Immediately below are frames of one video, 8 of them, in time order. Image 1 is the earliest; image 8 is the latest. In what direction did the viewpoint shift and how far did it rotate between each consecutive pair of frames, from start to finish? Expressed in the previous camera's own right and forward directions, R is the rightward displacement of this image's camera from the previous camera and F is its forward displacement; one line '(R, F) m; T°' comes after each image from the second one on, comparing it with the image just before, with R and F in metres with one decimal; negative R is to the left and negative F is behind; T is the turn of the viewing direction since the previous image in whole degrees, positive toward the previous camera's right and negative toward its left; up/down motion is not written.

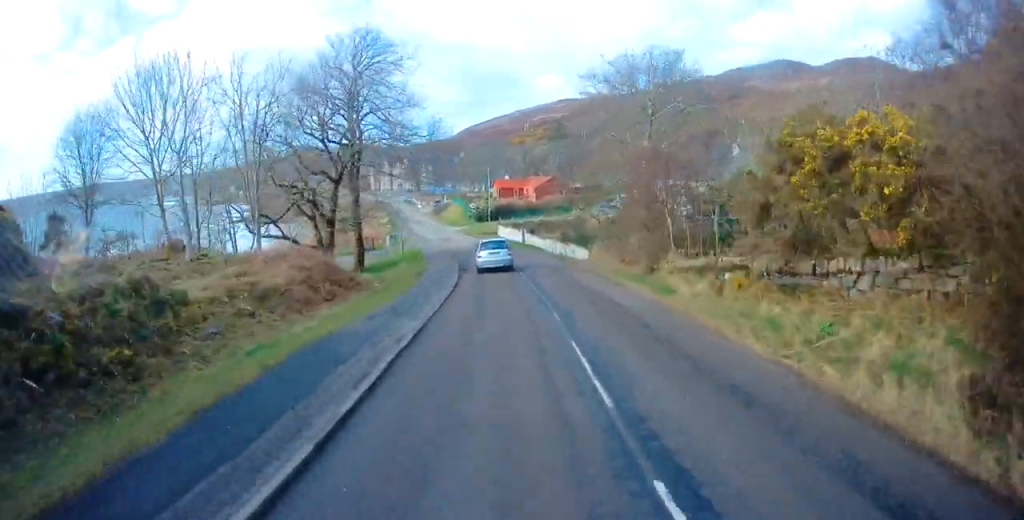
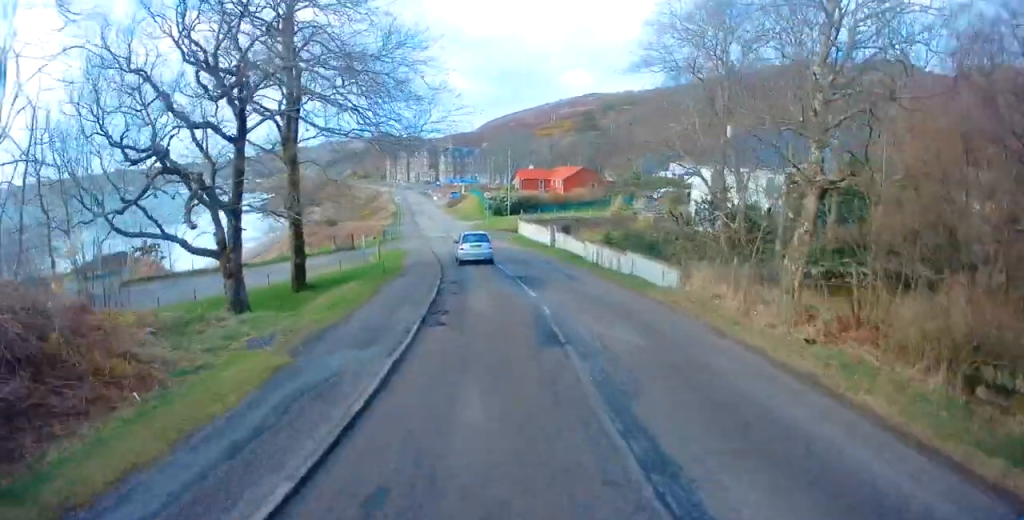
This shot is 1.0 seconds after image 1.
(-0.3, +14.7) m; -3°
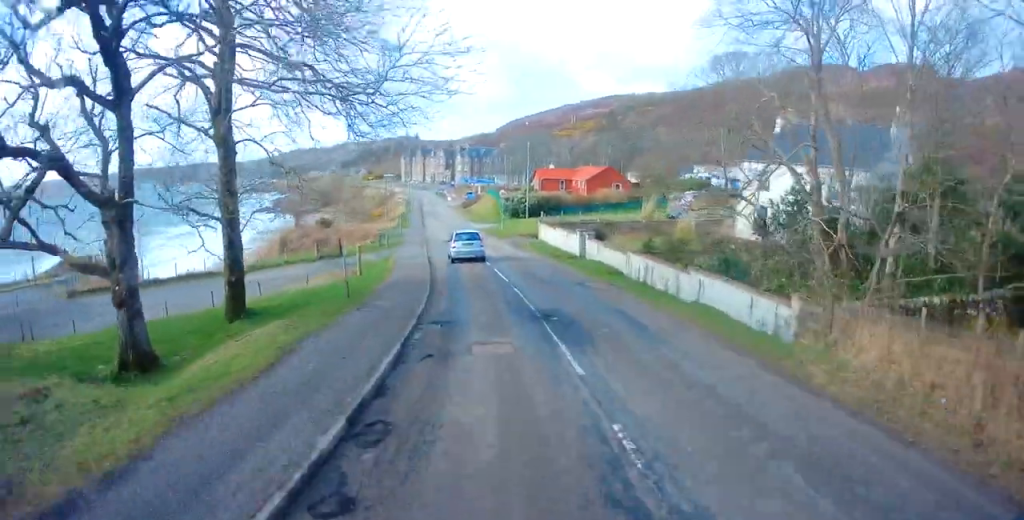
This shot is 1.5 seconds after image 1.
(+0.1, +7.6) m; -2°
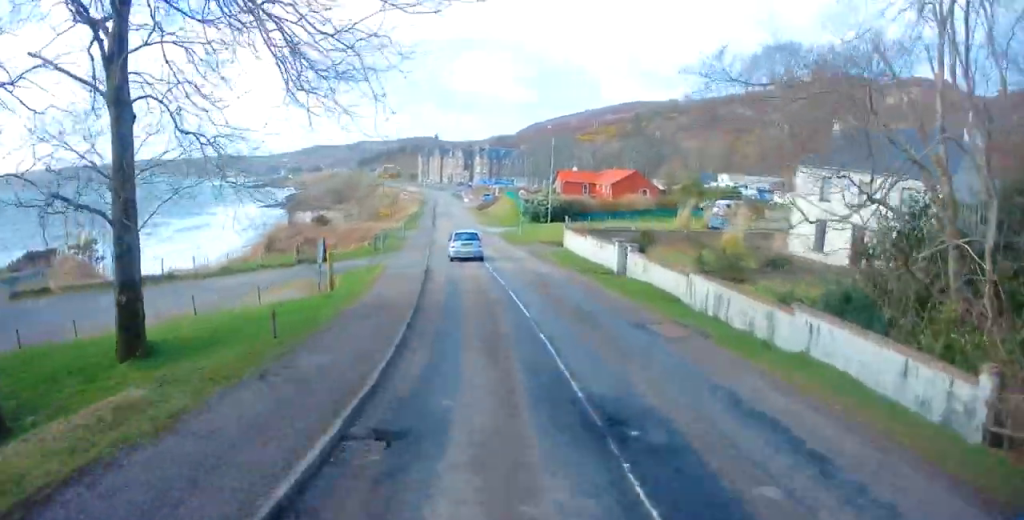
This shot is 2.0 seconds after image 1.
(-0.3, +6.8) m; -2°
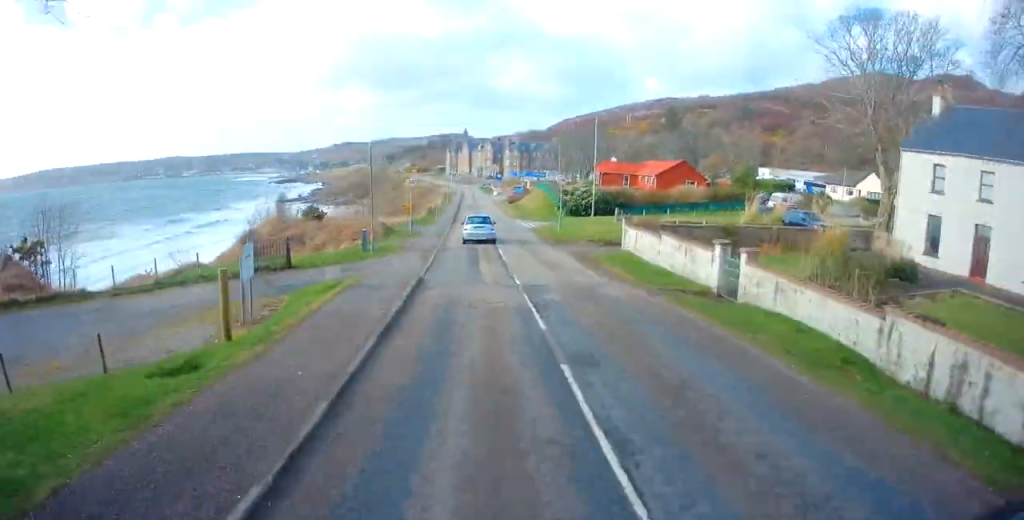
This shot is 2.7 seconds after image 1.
(-0.2, +9.6) m; -2°
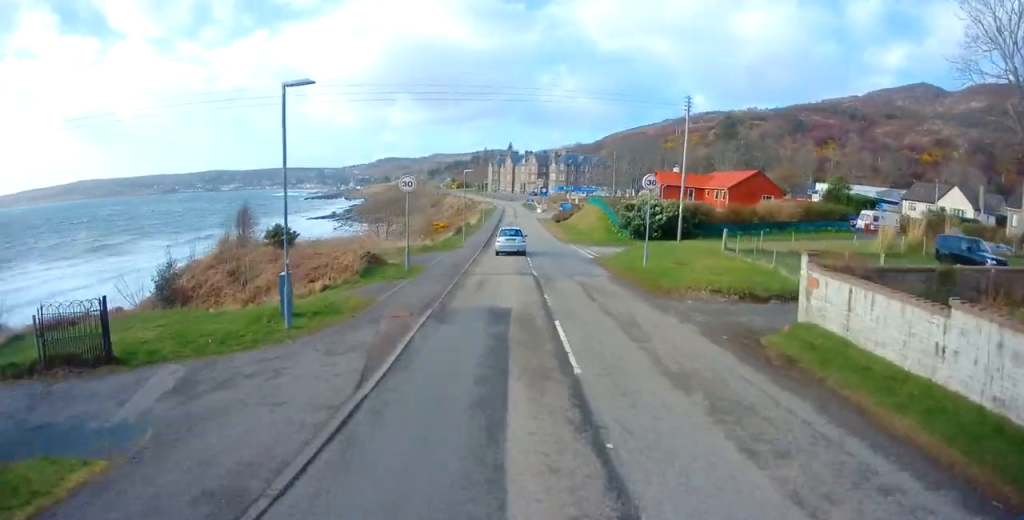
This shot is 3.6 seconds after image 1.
(-0.3, +13.1) m; -3°
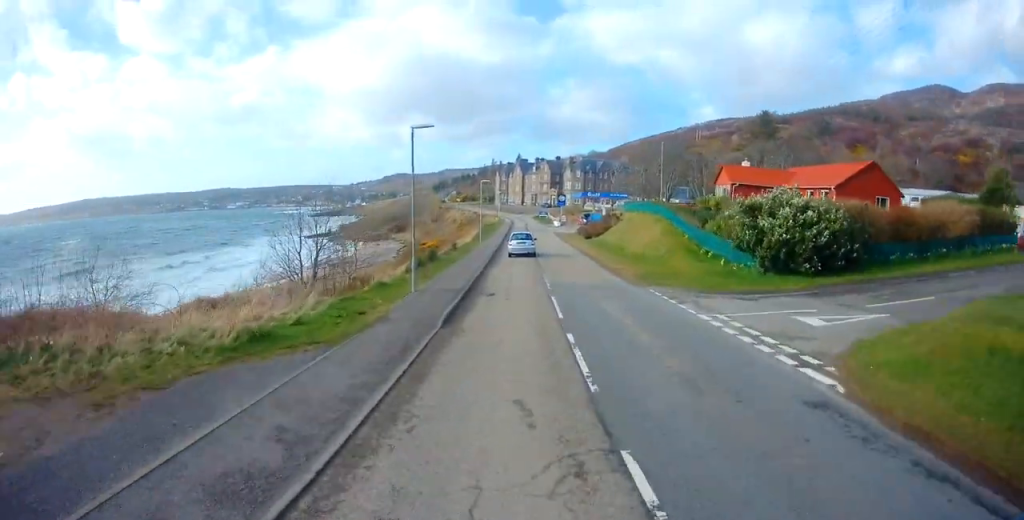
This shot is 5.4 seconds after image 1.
(-1.5, +22.9) m; -5°
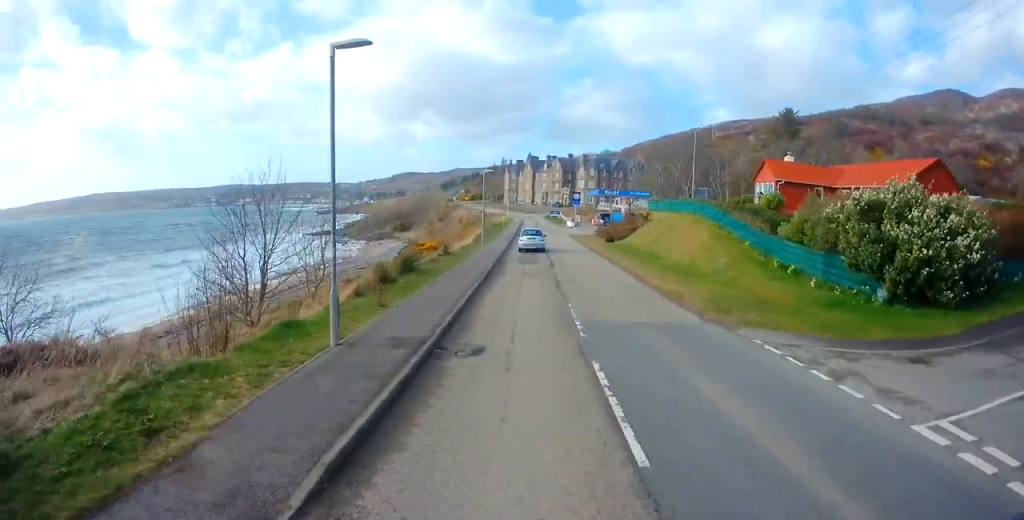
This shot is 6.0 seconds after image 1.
(+0.1, +8.4) m; +1°
